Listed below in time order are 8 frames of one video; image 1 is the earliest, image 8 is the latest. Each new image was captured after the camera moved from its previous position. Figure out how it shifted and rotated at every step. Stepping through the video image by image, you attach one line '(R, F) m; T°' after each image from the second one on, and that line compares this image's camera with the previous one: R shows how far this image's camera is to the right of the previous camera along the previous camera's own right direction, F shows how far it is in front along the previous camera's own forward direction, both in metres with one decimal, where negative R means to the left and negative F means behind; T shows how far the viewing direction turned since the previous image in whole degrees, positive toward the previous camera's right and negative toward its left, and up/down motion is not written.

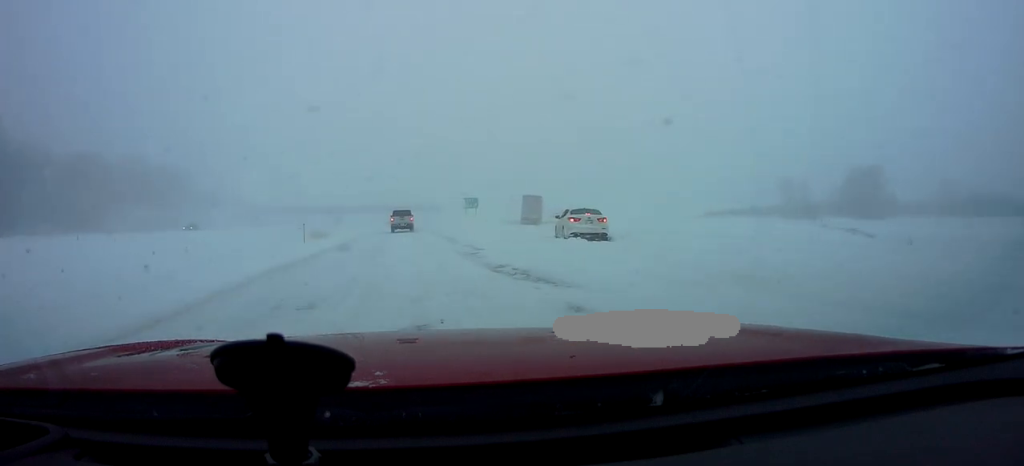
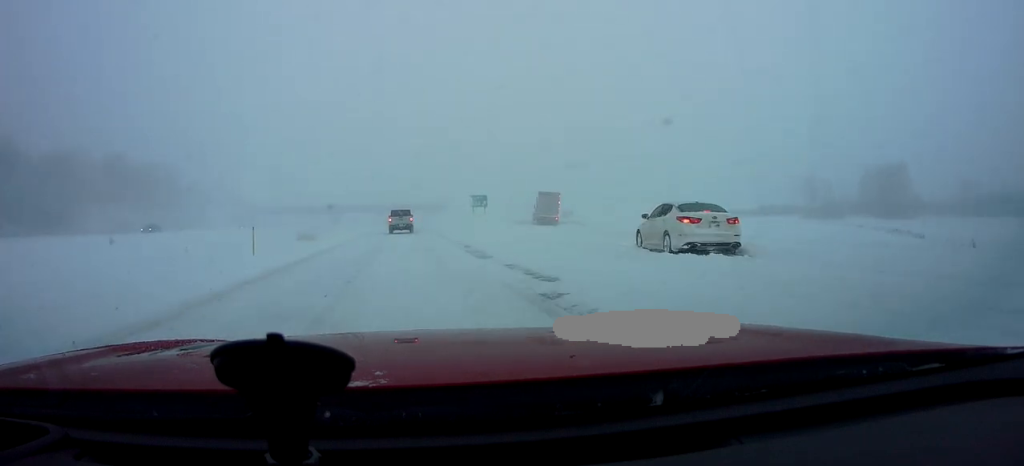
(+0.2, +9.9) m; +1°
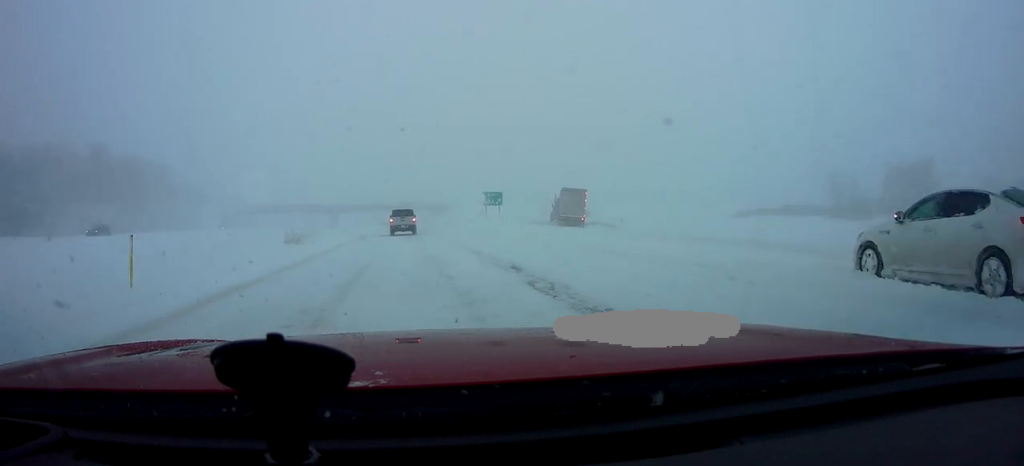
(+0.2, +9.3) m; +1°
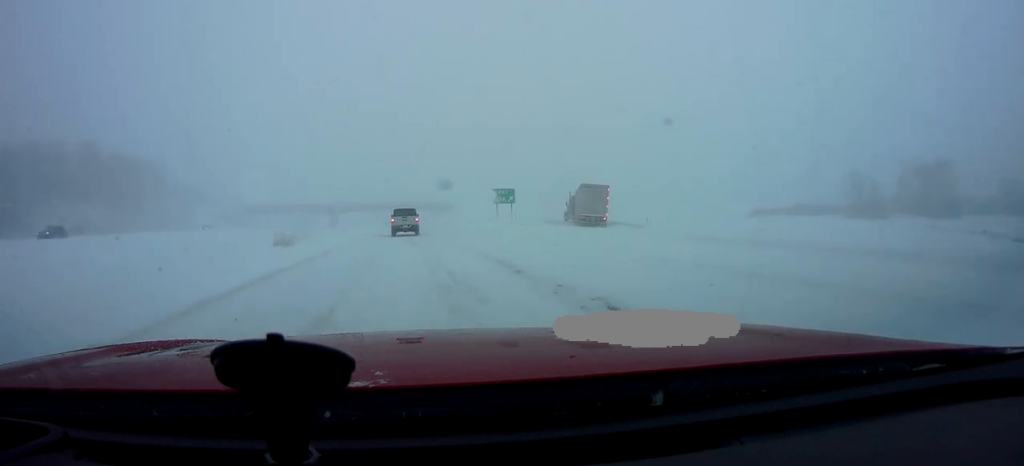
(0.0, +5.9) m; 0°
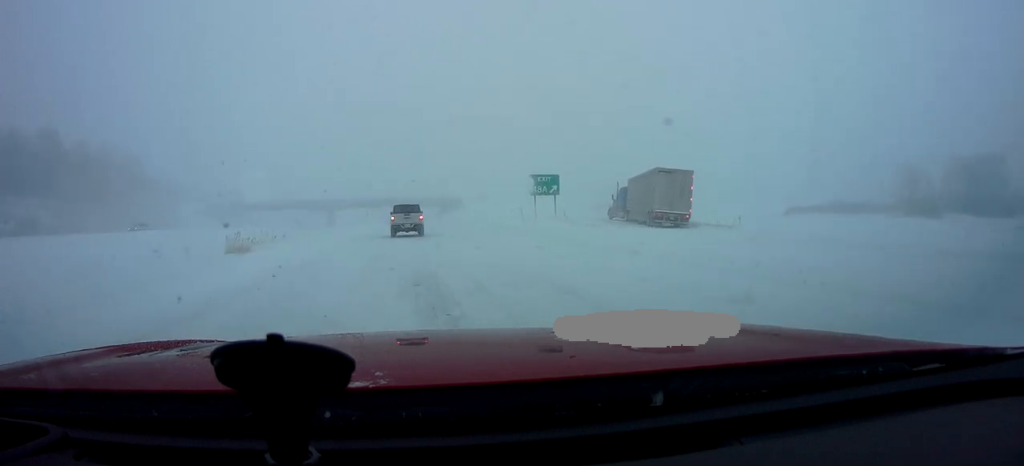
(-0.3, +16.3) m; -3°
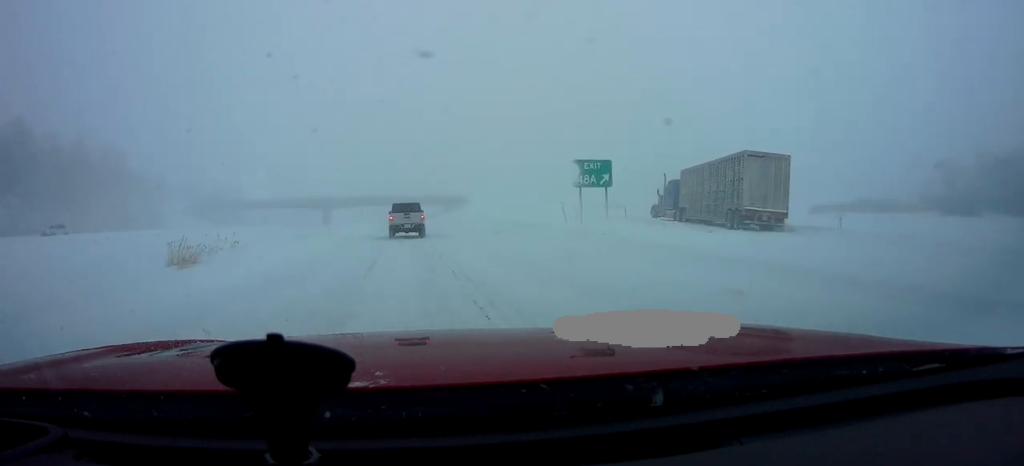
(-0.3, +12.1) m; 0°
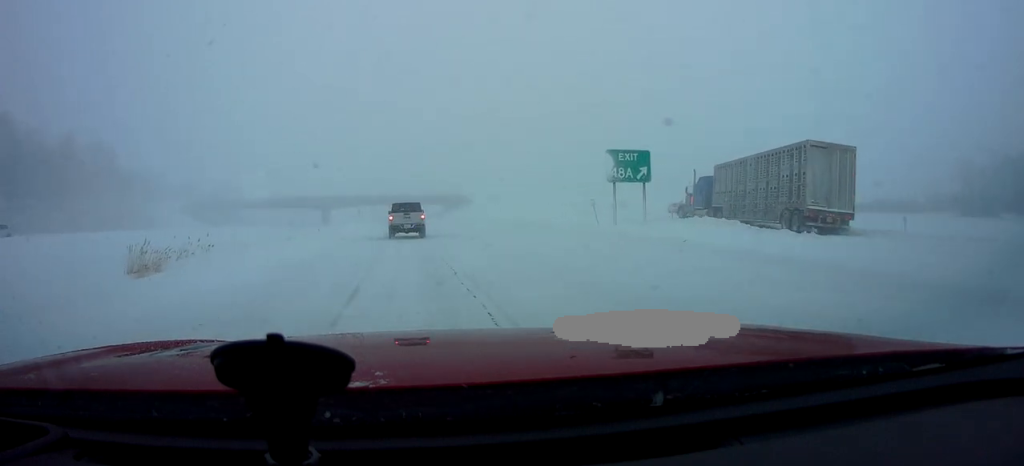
(+0.1, +5.8) m; +1°
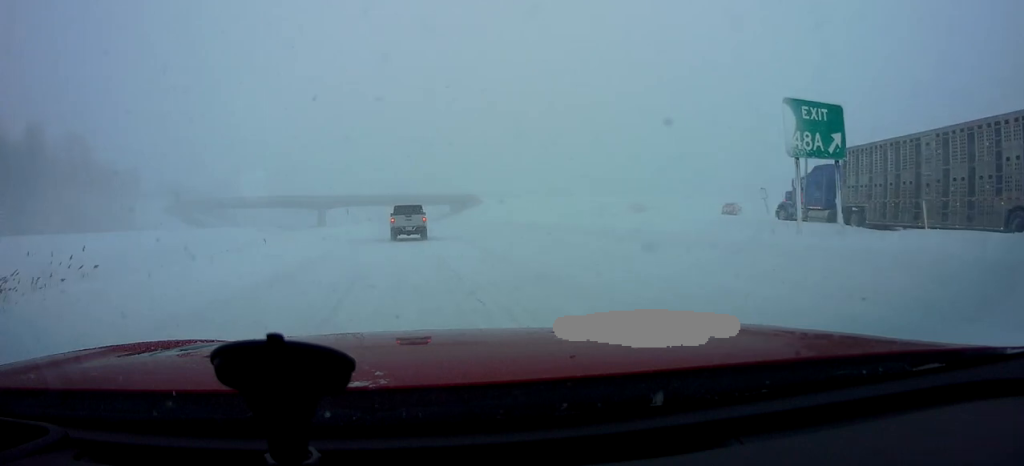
(0.0, +14.3) m; -1°
